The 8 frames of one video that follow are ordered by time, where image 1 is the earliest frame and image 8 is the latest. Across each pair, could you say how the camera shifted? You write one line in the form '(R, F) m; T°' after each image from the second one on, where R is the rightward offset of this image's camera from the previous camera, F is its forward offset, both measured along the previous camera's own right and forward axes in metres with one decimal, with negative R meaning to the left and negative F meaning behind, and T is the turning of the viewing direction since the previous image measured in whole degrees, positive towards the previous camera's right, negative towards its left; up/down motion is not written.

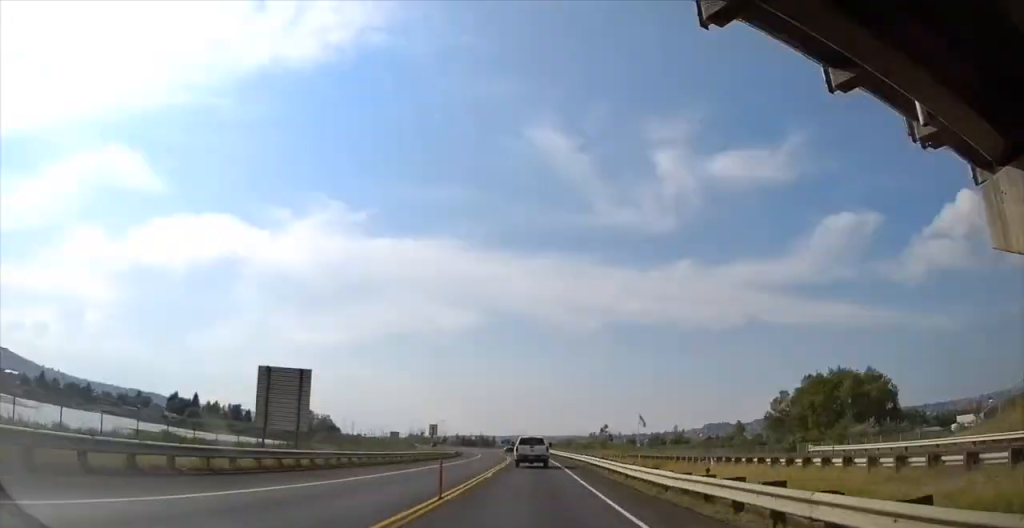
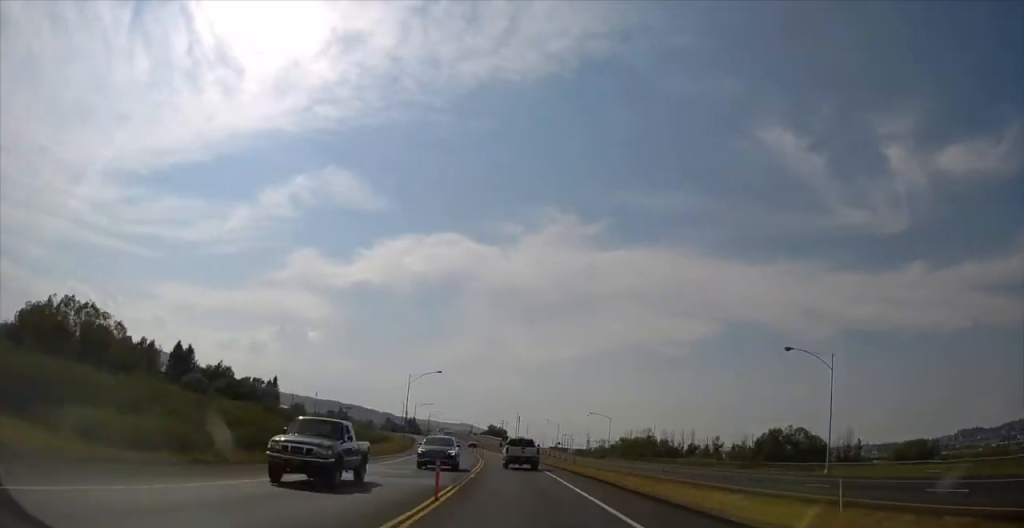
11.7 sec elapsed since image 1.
(-39.6, +294.0) m; -17°
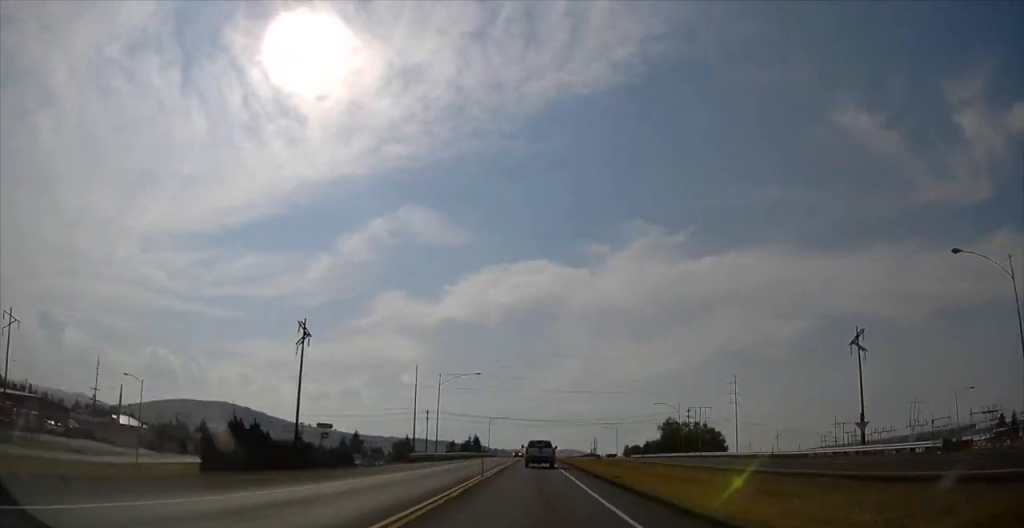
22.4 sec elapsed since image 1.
(-23.0, +270.4) m; -6°
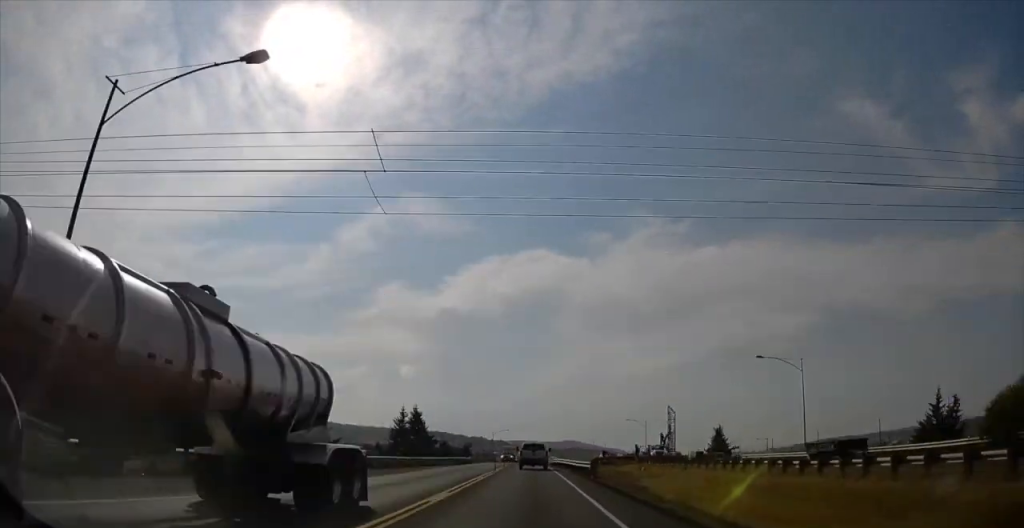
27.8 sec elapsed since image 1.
(-0.3, +136.0) m; 0°
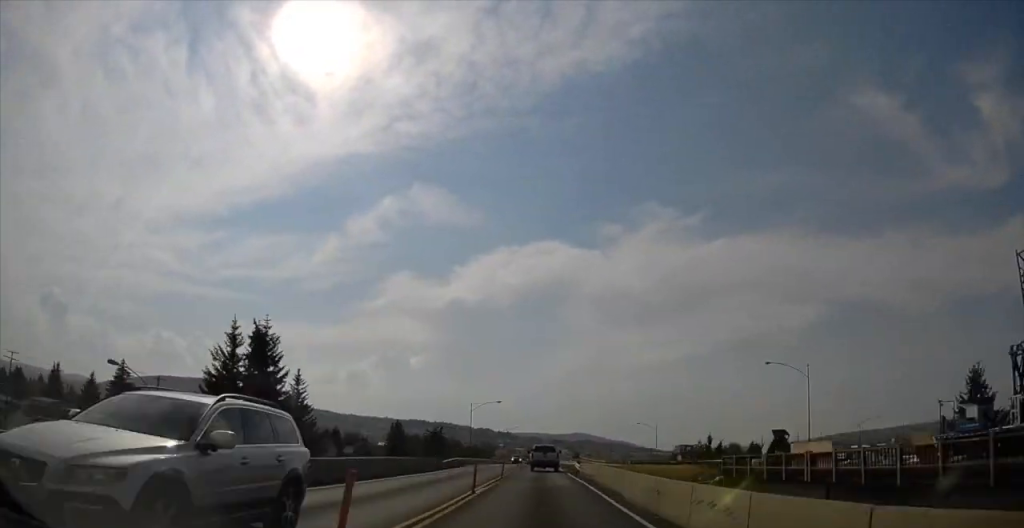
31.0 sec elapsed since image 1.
(-0.1, +82.1) m; 0°
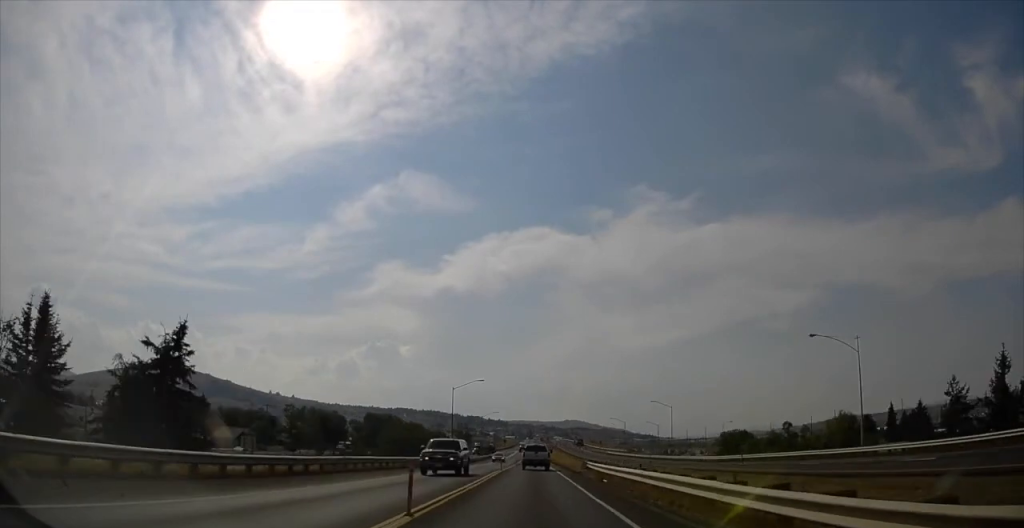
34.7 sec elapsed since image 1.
(-0.1, +96.2) m; 0°
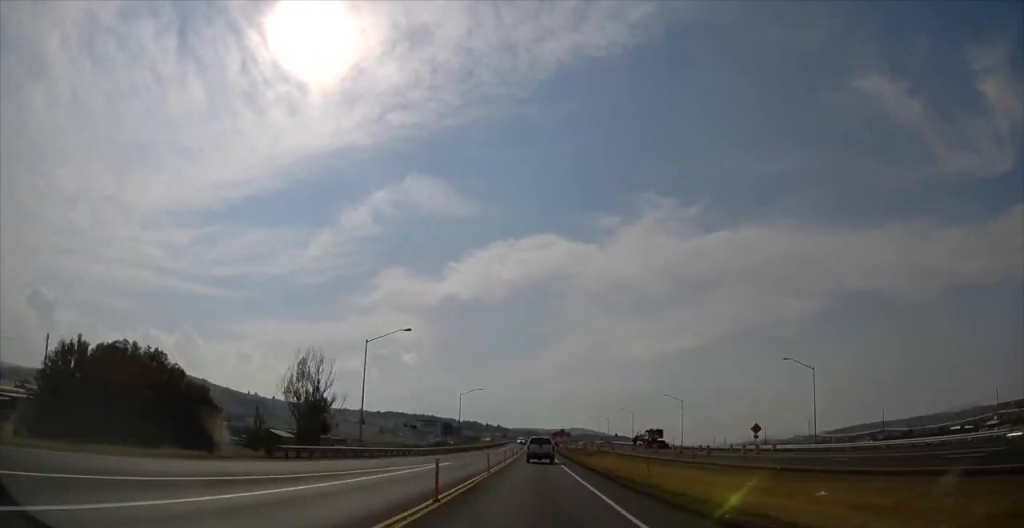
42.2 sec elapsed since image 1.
(-0.1, +192.5) m; 0°
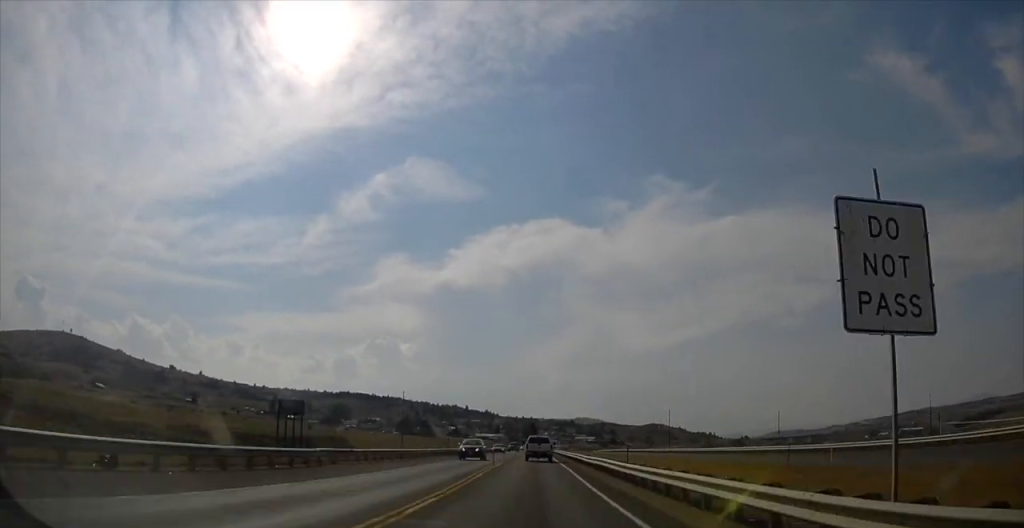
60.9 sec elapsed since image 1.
(-0.2, +473.0) m; 0°
